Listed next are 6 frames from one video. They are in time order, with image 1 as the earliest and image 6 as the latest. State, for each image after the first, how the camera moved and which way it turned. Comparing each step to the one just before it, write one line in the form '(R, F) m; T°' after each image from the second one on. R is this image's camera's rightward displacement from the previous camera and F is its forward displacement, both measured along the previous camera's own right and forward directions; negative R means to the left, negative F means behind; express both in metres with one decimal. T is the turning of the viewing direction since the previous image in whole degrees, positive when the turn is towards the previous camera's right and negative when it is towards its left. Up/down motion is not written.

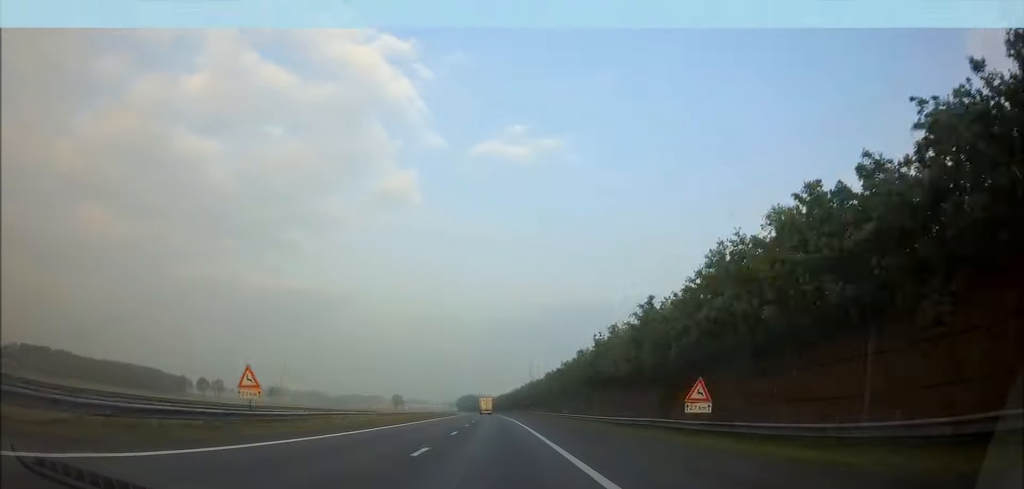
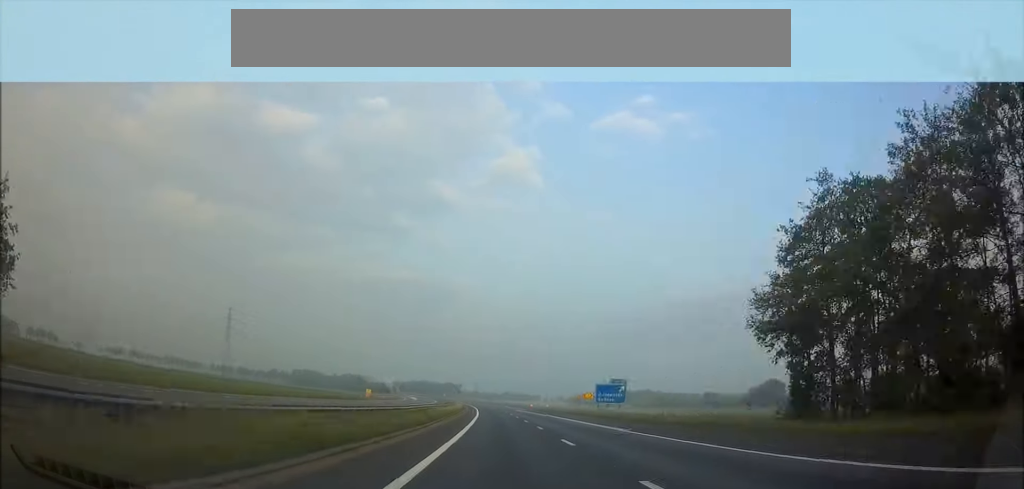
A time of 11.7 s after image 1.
(-38.9, +431.1) m; -10°
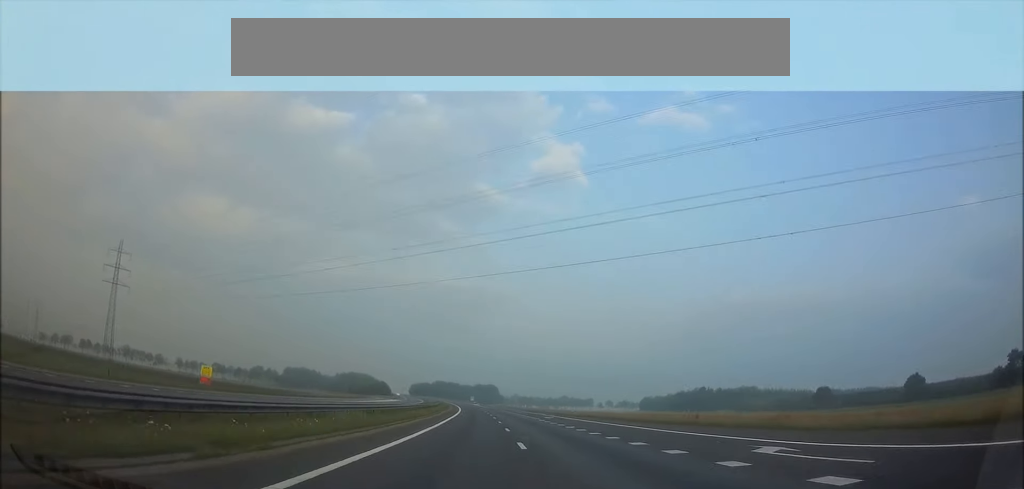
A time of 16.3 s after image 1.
(-6.6, +168.1) m; -5°
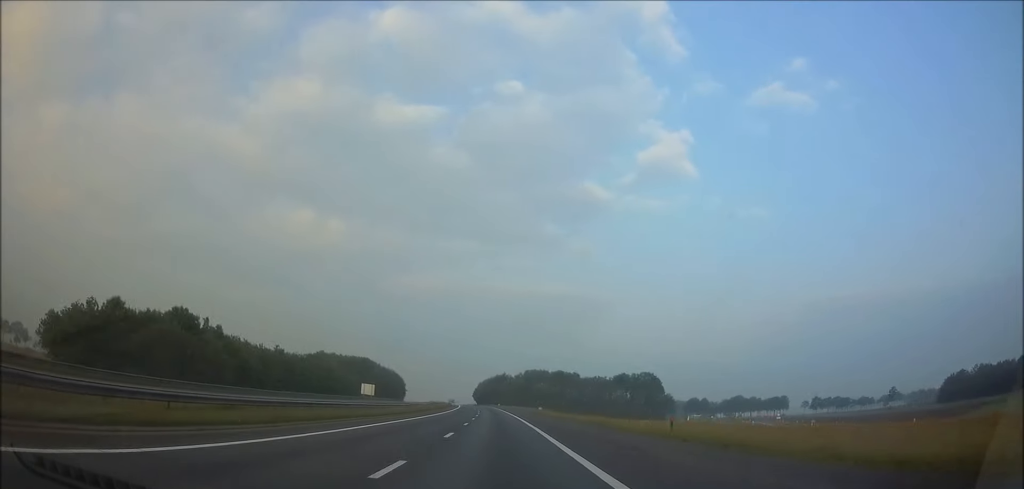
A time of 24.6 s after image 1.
(-26.7, +305.6) m; -10°
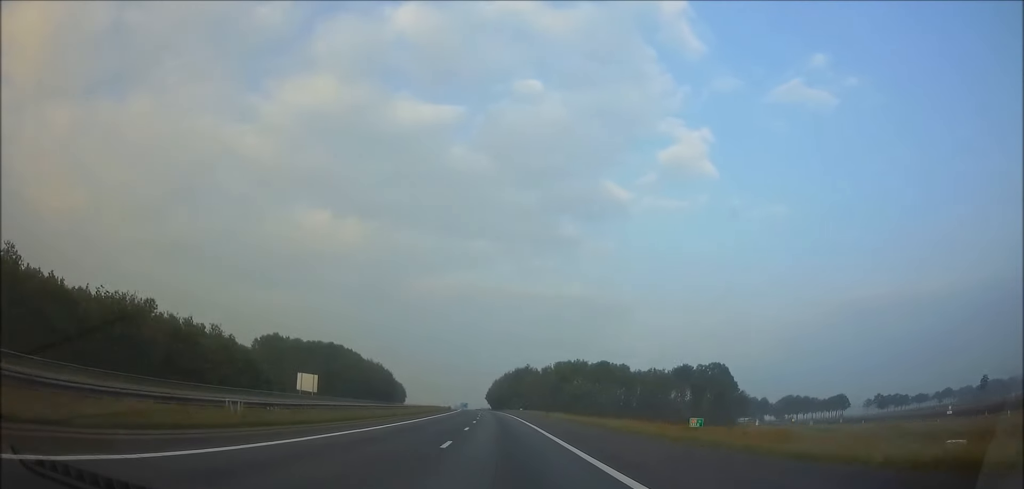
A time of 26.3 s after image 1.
(-0.3, +64.4) m; -2°
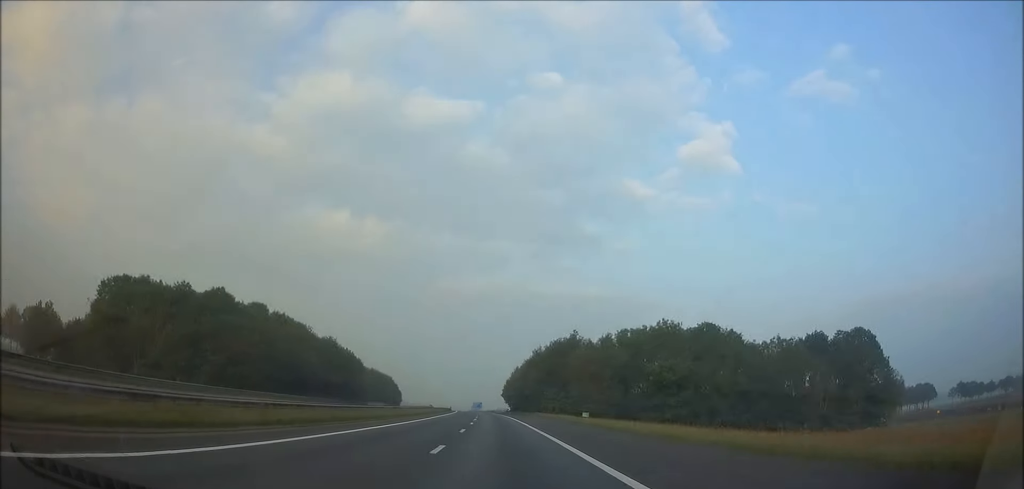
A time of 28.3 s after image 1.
(-1.9, +74.5) m; -2°
